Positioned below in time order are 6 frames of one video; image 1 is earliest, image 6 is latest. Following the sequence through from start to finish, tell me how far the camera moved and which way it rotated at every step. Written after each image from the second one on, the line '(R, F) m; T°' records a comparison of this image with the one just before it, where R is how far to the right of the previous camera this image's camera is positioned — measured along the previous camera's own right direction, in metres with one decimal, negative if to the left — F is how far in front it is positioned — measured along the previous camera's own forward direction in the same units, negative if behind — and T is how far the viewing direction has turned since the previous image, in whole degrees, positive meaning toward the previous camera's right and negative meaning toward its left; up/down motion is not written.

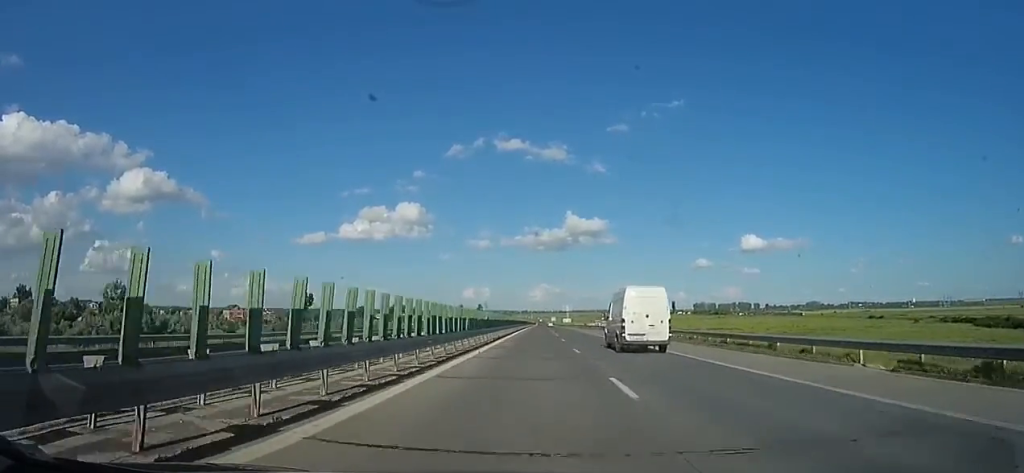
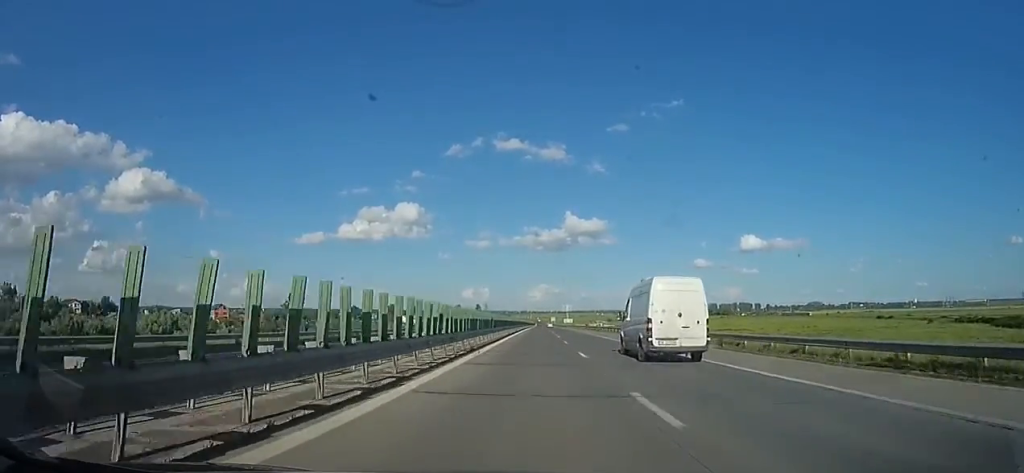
(-0.6, +14.2) m; 0°
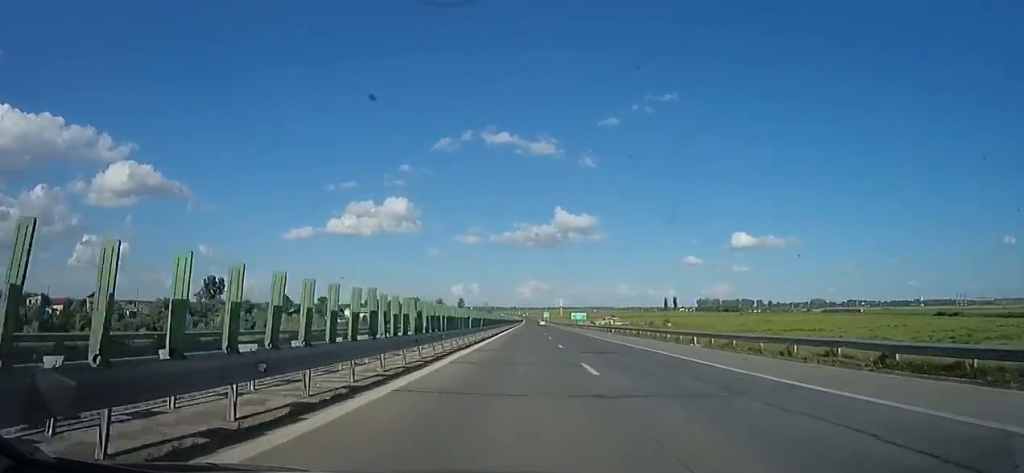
(+2.1, +89.7) m; 0°
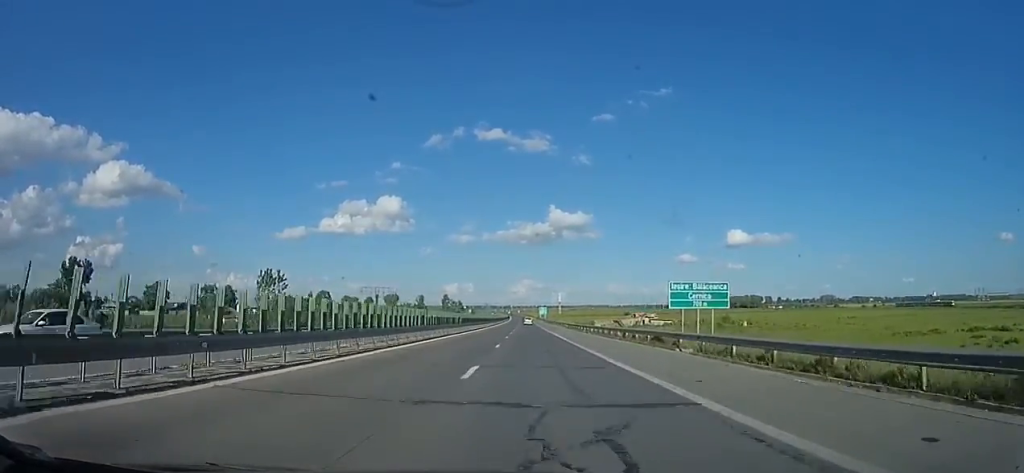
(+2.7, +96.5) m; +2°
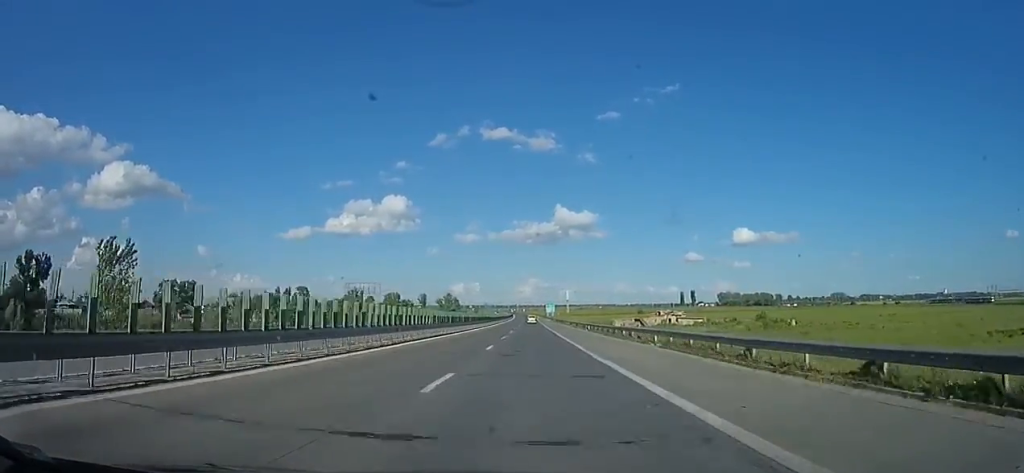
(-0.1, +26.6) m; 0°
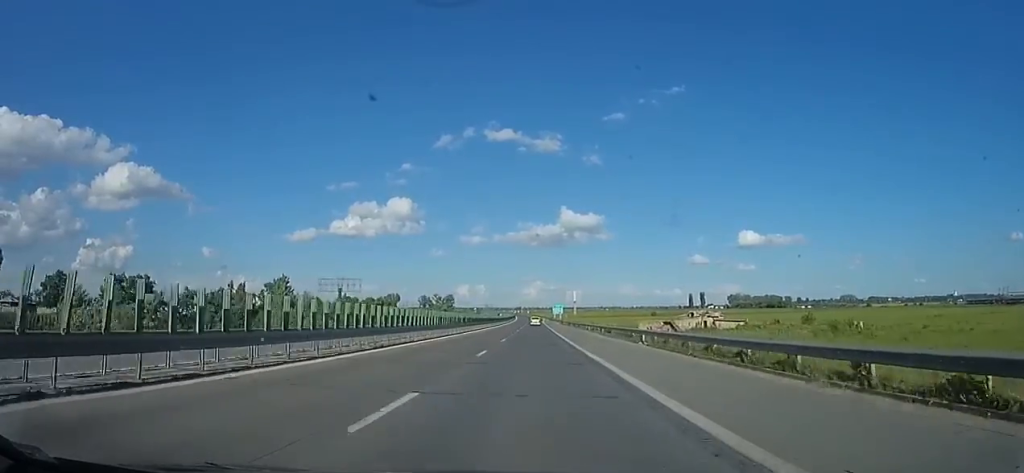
(0.0, +27.0) m; 0°
